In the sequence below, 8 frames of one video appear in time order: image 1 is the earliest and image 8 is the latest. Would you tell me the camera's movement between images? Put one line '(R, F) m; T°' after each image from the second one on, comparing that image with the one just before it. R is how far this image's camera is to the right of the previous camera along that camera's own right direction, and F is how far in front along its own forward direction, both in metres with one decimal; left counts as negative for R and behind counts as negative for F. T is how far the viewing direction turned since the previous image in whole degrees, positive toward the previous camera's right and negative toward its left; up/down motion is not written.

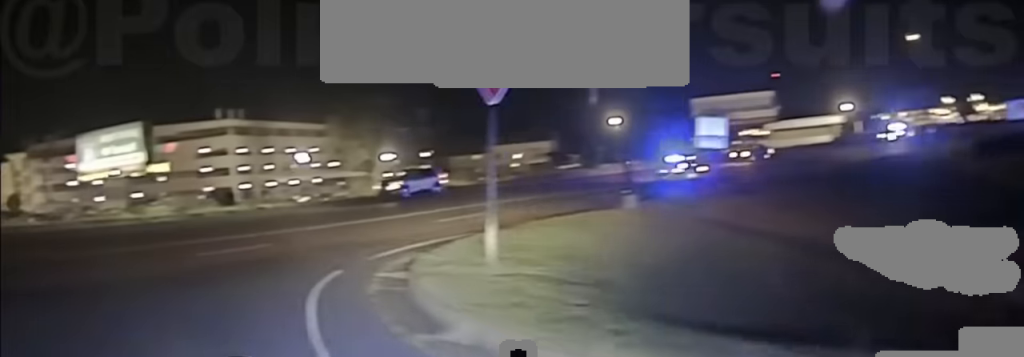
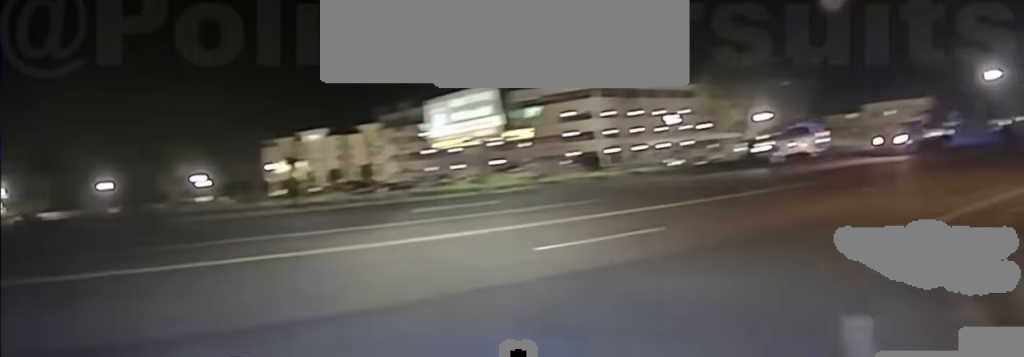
(-2.8, +8.7) m; -43°
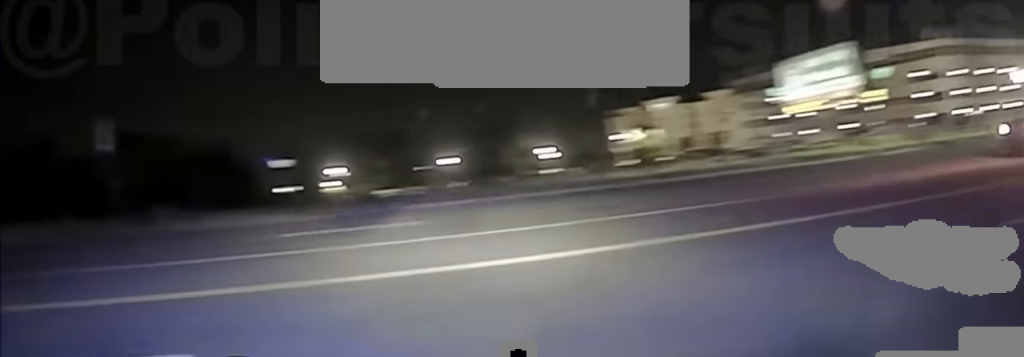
(-1.0, +4.2) m; -32°
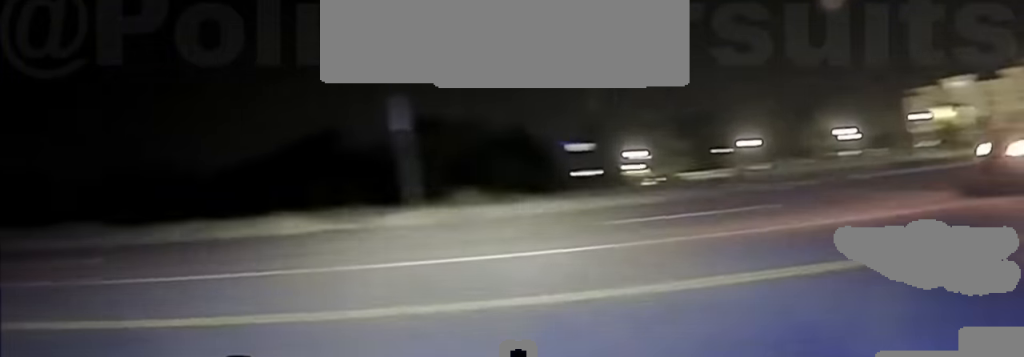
(-0.6, +2.3) m; -18°
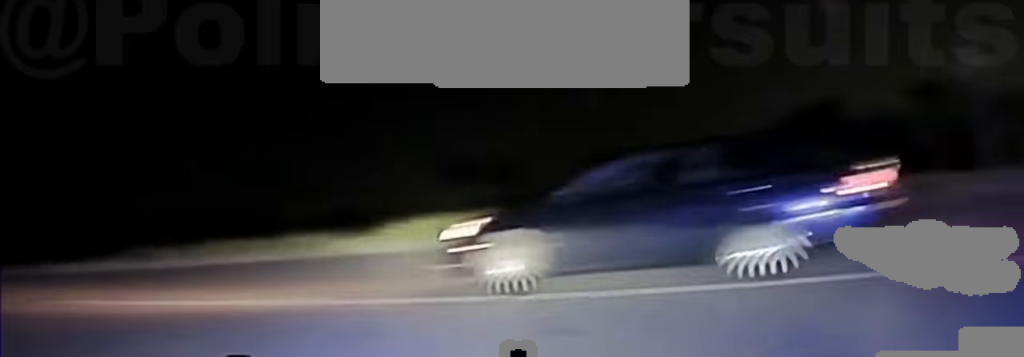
(-1.2, +3.4) m; -22°
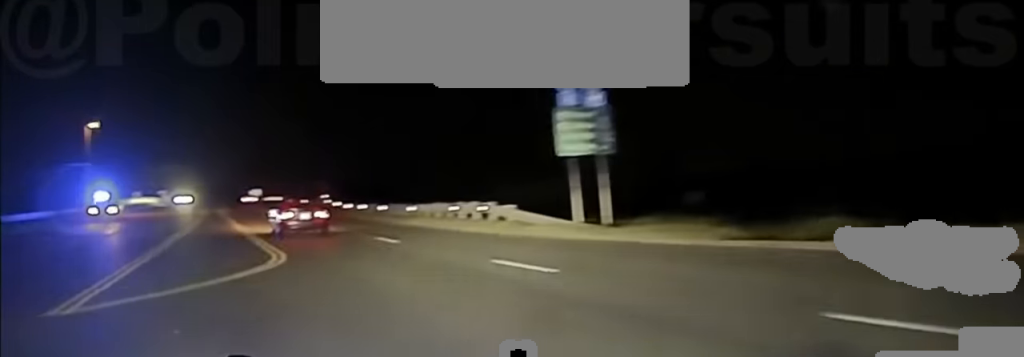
(-5.1, +16.6) m; -29°
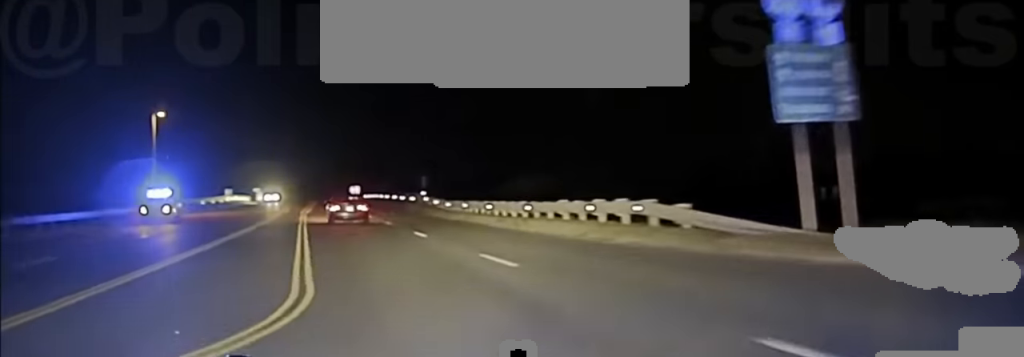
(-0.9, +10.4) m; -7°
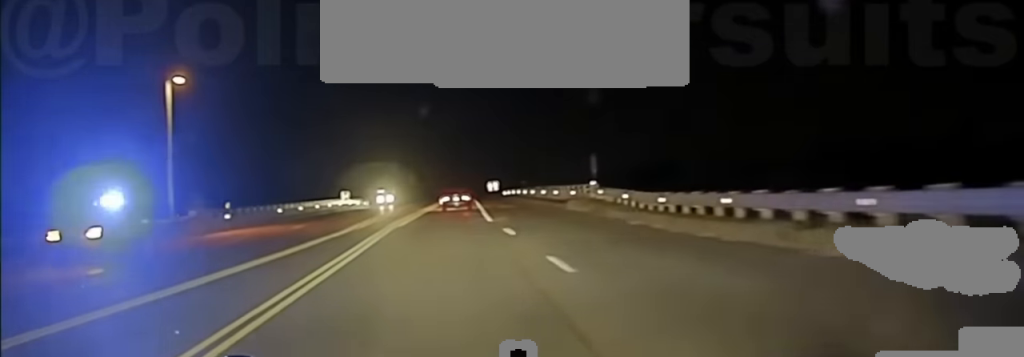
(-2.5, +28.4) m; -7°
